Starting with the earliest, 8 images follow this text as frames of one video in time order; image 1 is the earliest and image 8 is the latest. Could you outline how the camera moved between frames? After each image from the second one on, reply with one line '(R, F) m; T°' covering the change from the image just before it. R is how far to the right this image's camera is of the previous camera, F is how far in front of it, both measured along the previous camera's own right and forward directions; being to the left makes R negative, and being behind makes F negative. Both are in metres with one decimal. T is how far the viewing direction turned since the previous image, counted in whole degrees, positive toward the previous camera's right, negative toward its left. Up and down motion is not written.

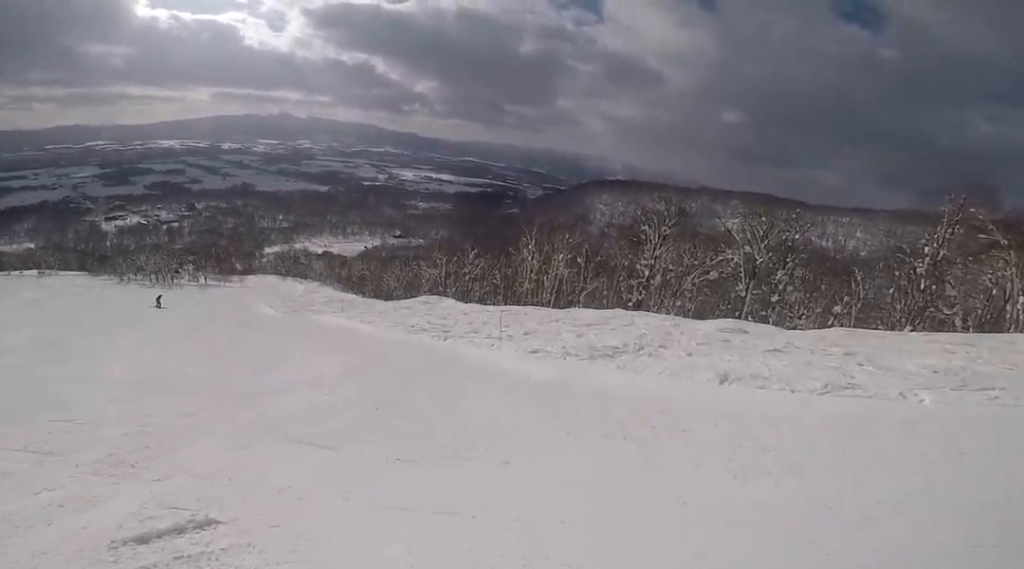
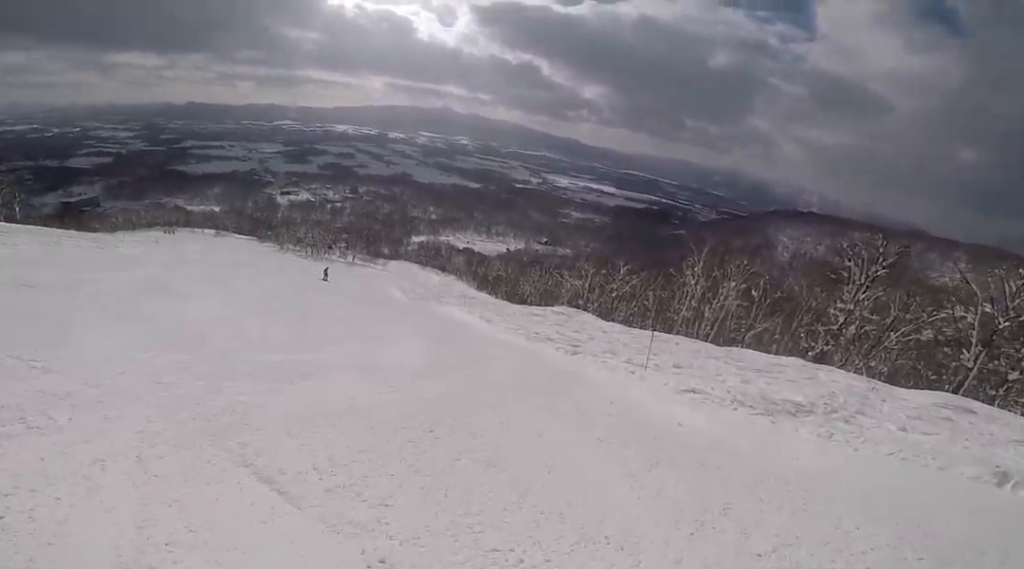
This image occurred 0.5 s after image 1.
(-0.9, +2.8) m; -17°
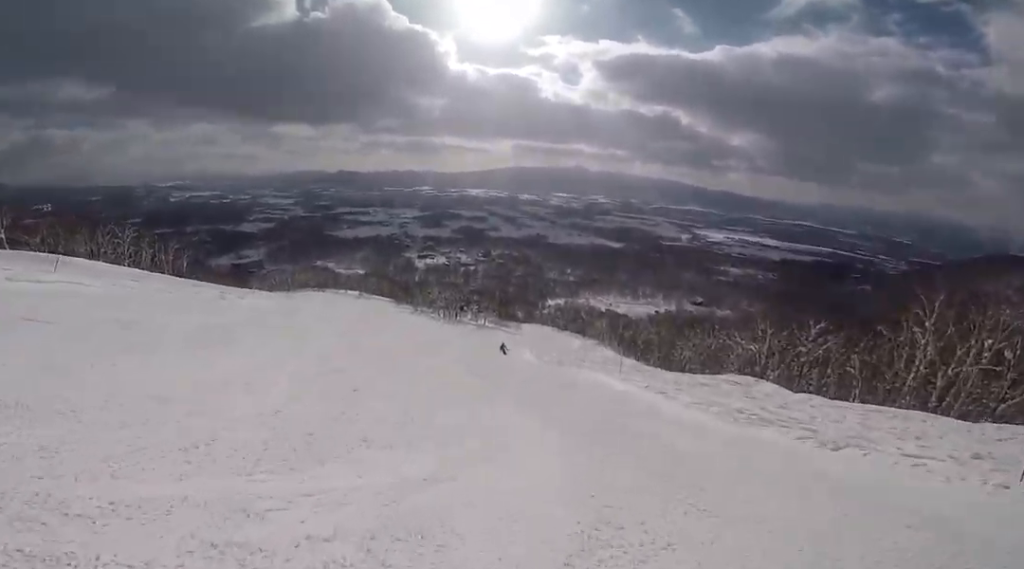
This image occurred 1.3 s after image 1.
(-1.3, +5.0) m; -27°
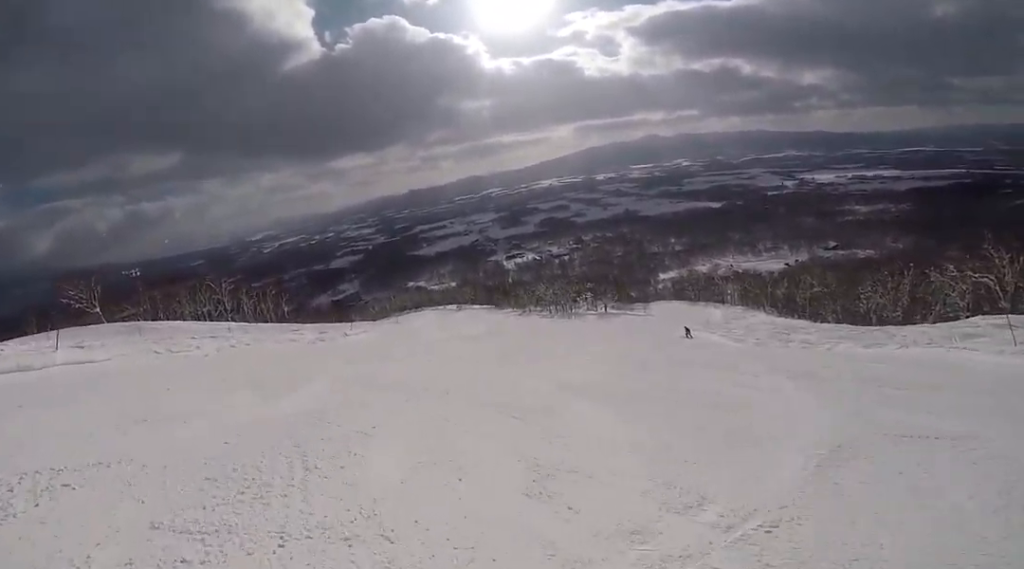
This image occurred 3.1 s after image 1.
(-3.4, +10.2) m; -17°
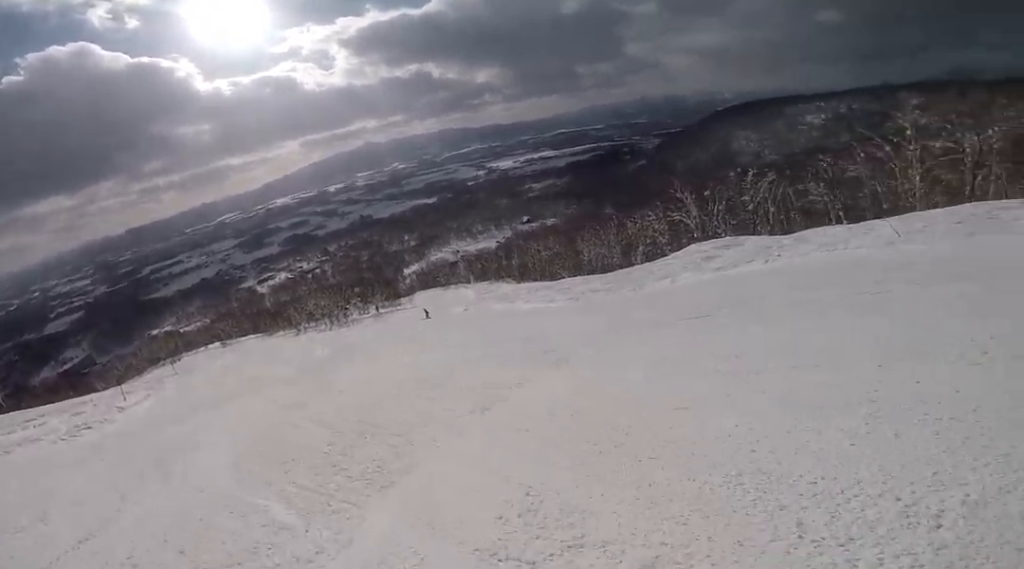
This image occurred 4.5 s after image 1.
(+2.4, +7.9) m; +41°
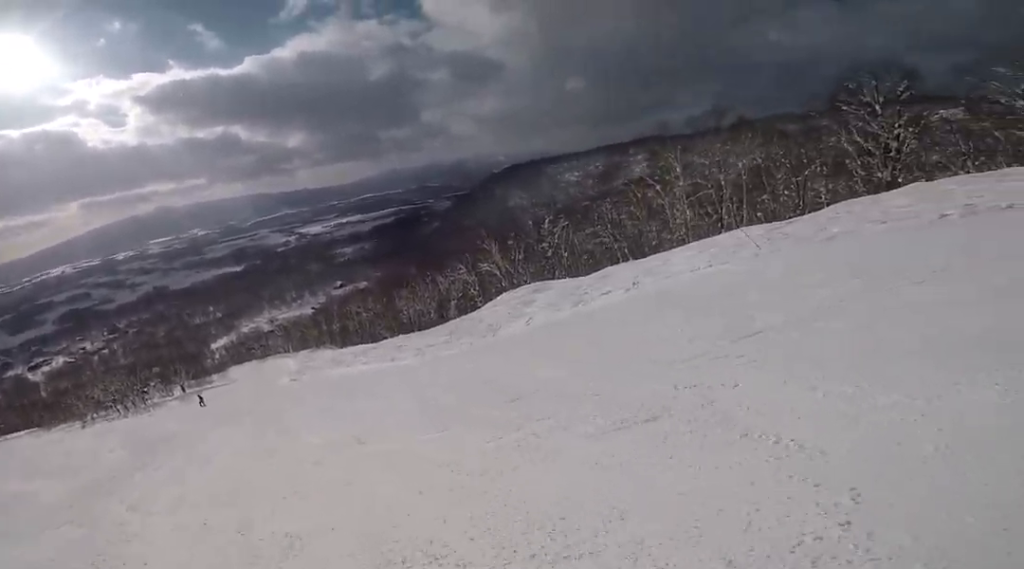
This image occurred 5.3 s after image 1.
(+1.3, +4.4) m; +26°
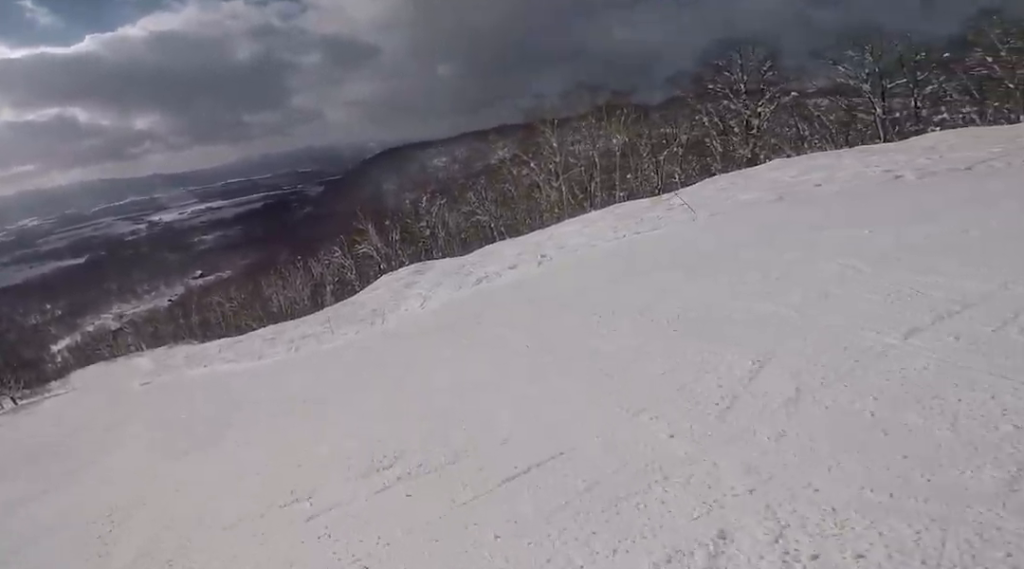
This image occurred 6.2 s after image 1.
(+1.1, +5.1) m; +8°
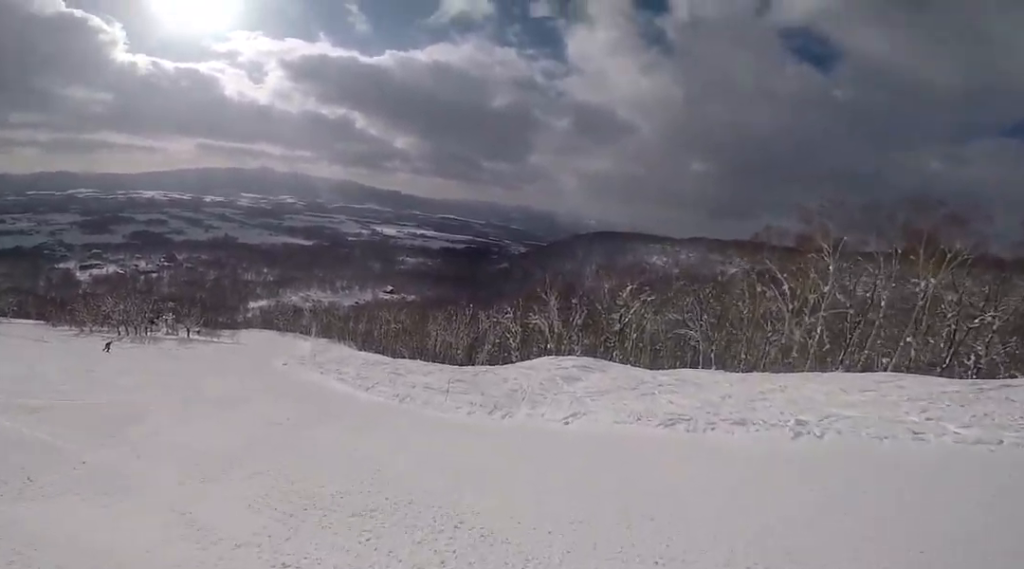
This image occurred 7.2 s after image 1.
(-0.6, +6.3) m; -17°
